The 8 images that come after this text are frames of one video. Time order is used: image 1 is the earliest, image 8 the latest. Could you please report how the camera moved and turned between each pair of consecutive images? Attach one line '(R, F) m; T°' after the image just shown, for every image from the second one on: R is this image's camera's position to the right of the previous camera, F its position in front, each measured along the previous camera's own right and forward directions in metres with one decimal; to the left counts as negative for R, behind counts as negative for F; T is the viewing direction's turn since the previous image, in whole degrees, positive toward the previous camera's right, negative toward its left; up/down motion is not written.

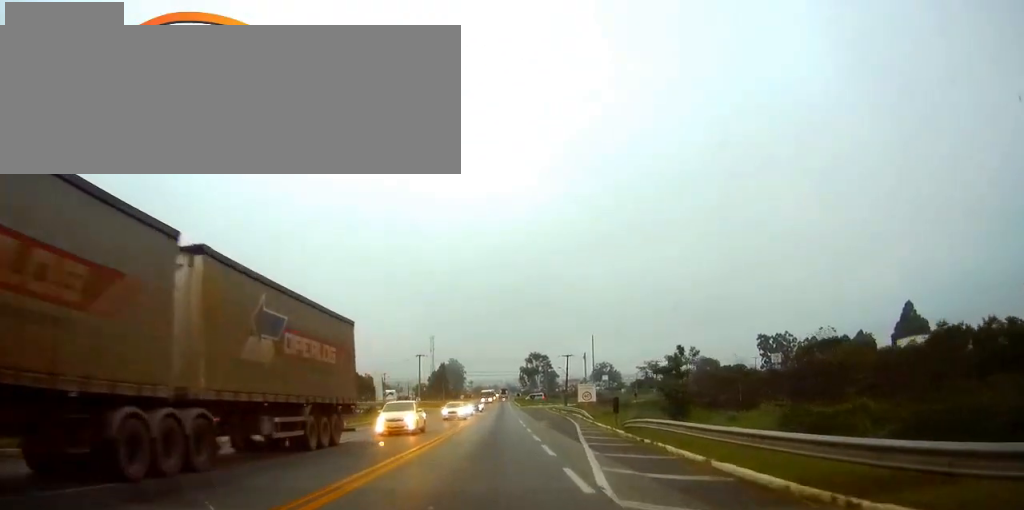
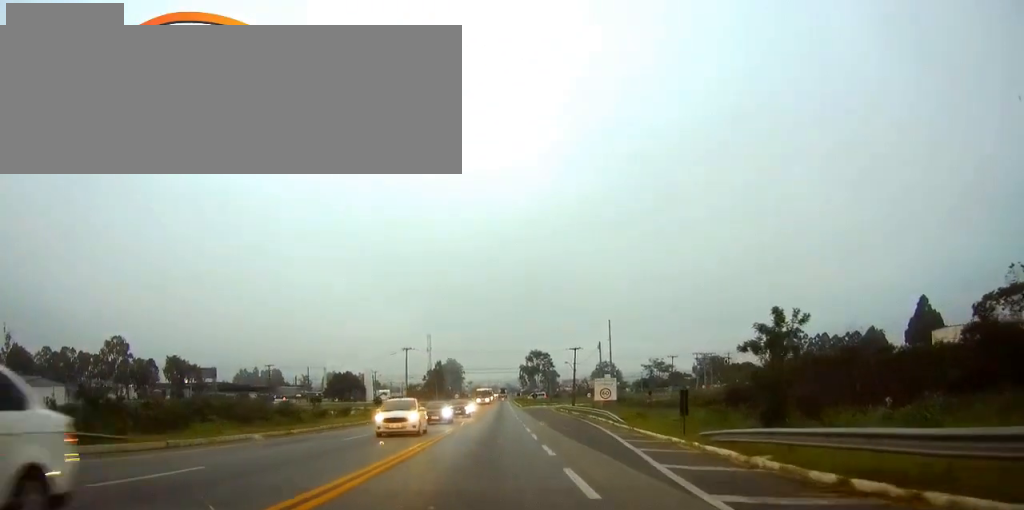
(0.0, +14.7) m; 0°
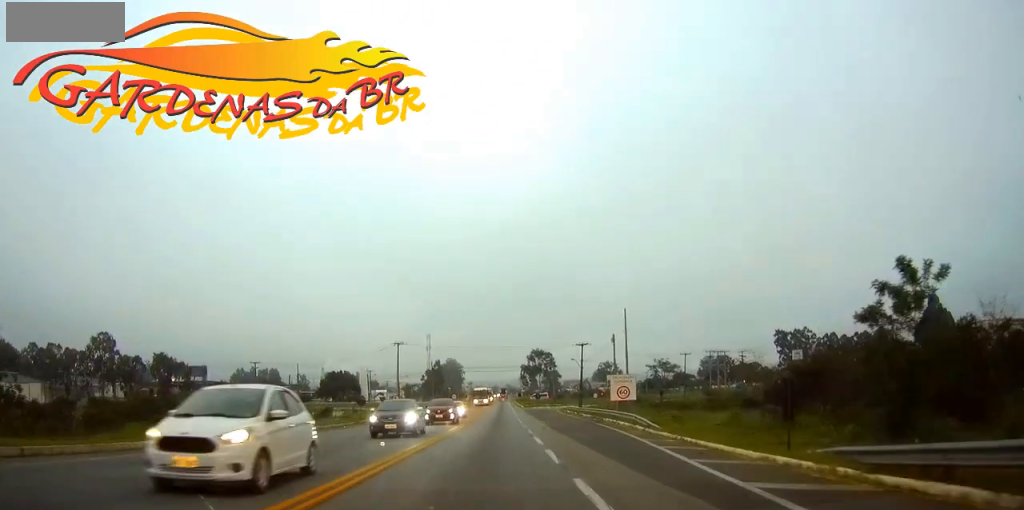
(0.0, +9.0) m; 0°
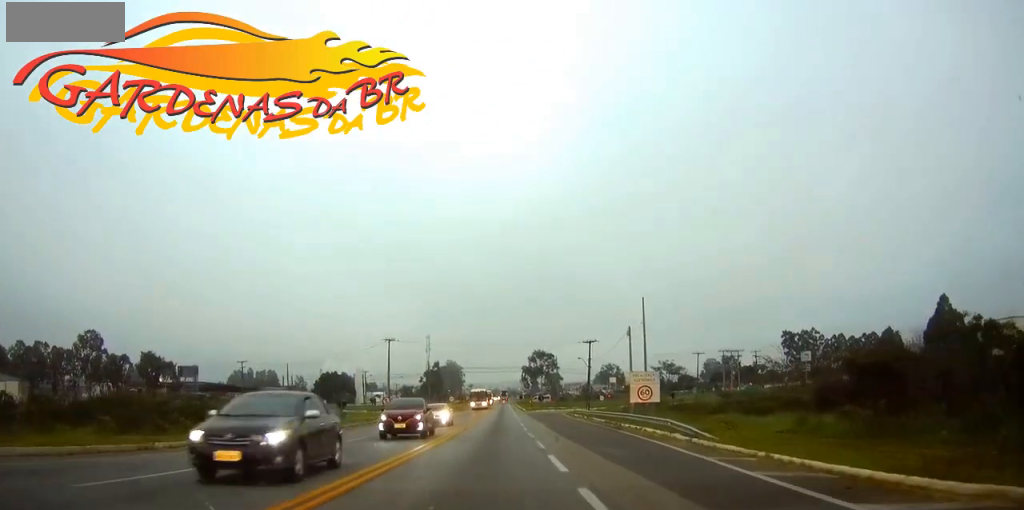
(0.0, +7.9) m; 0°
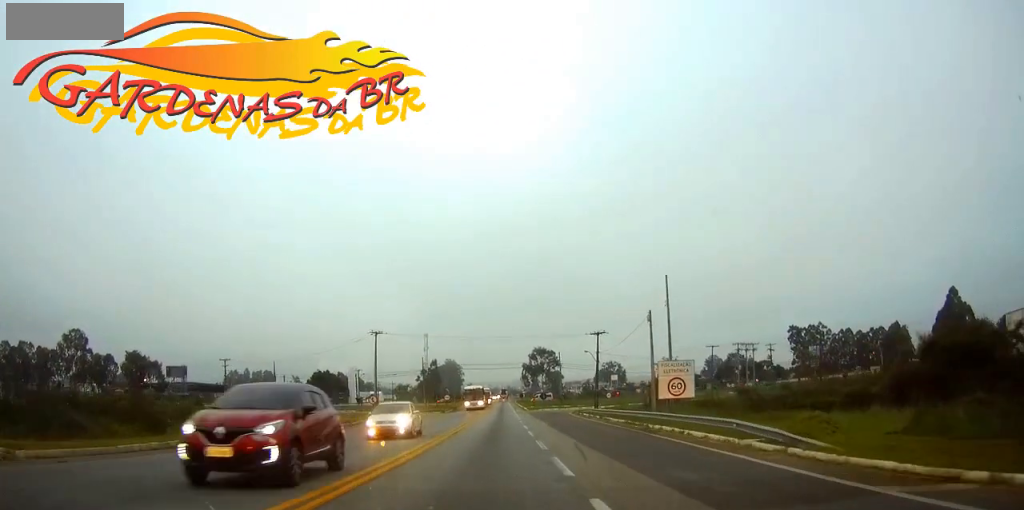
(0.0, +8.4) m; 0°
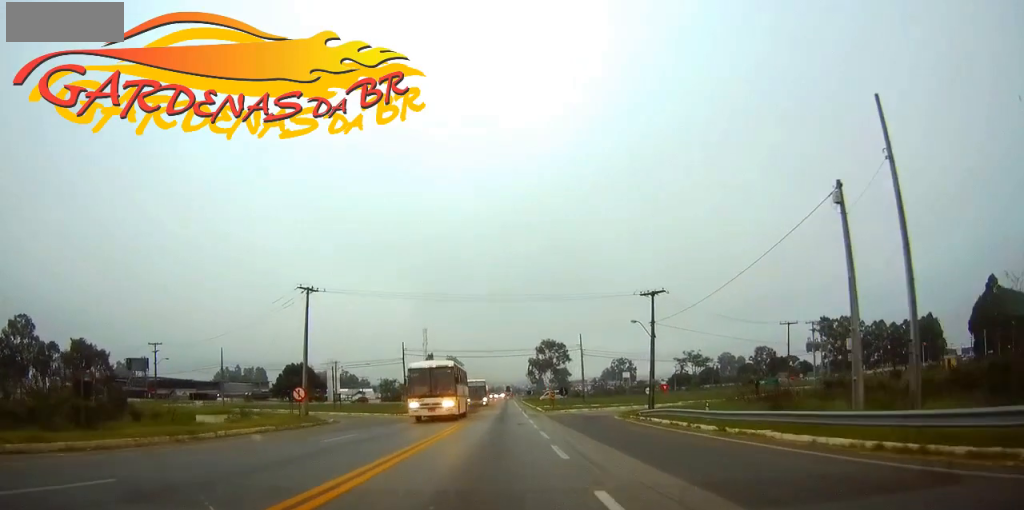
(-0.3, +28.4) m; -1°
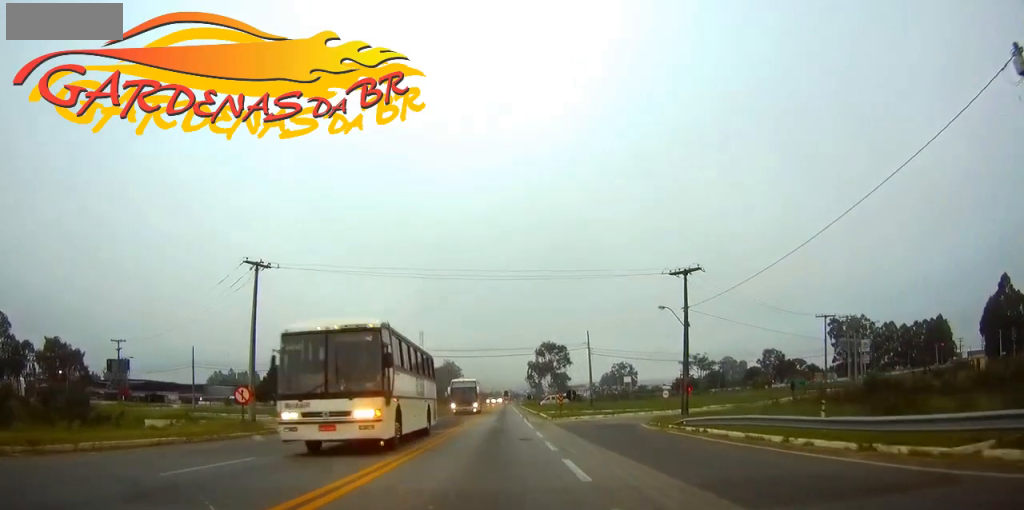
(+0.1, +10.3) m; 0°
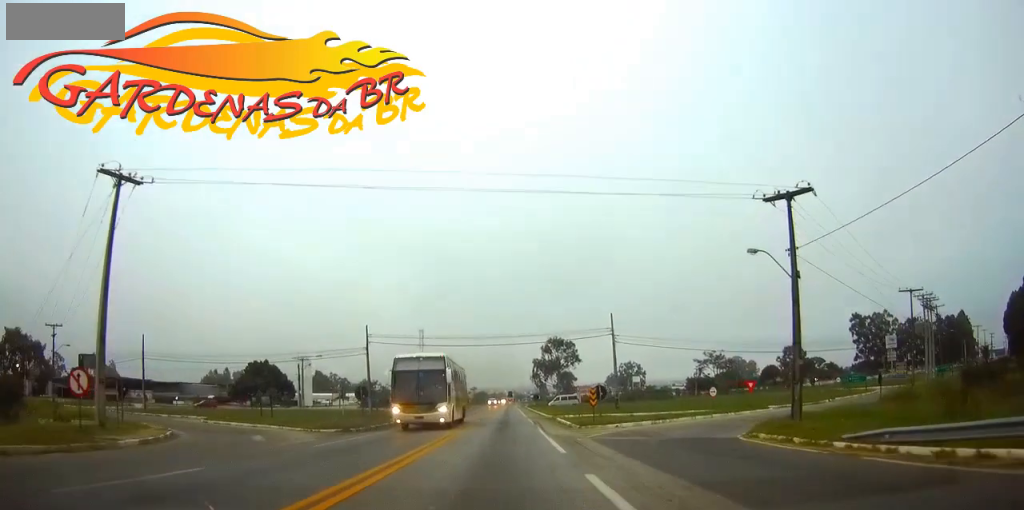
(0.0, +16.5) m; 0°
